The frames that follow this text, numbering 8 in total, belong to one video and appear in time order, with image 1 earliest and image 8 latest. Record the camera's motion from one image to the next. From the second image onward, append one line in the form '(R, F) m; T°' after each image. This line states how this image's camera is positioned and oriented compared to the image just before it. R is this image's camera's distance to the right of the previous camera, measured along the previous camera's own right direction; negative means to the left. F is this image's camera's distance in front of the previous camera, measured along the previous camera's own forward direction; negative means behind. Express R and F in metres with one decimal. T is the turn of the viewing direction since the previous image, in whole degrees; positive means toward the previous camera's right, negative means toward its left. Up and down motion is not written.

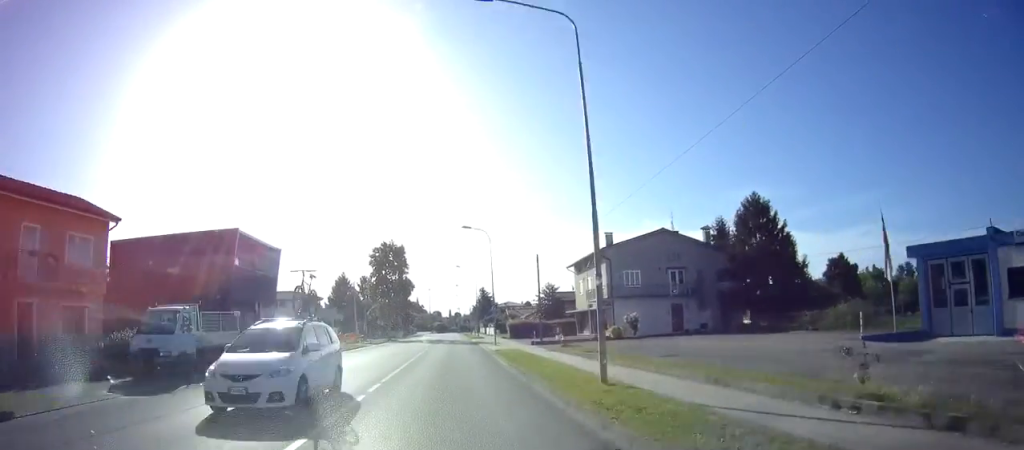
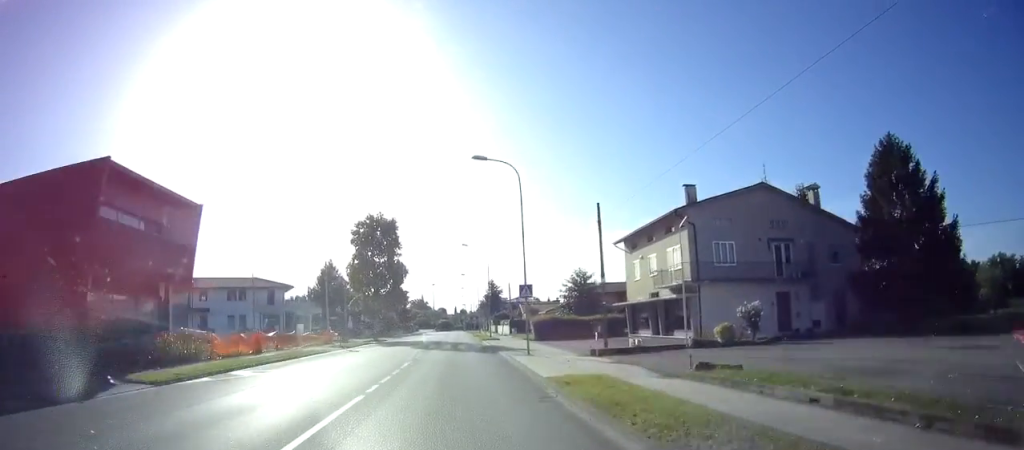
(-0.2, +16.3) m; -1°
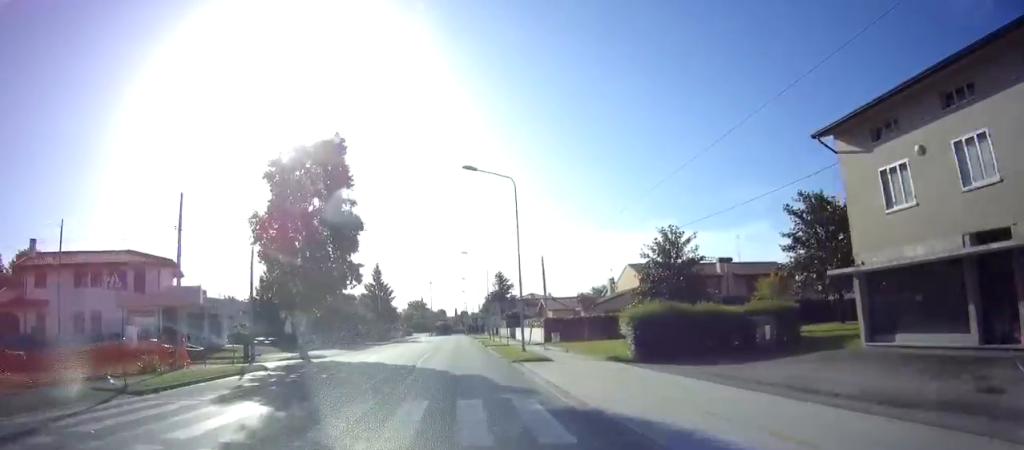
(0.0, +26.4) m; 0°
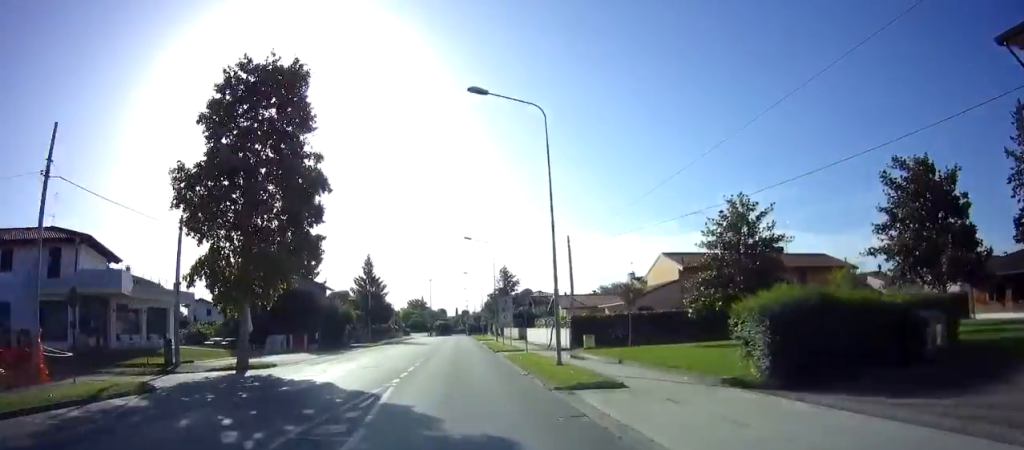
(0.0, +9.0) m; -1°
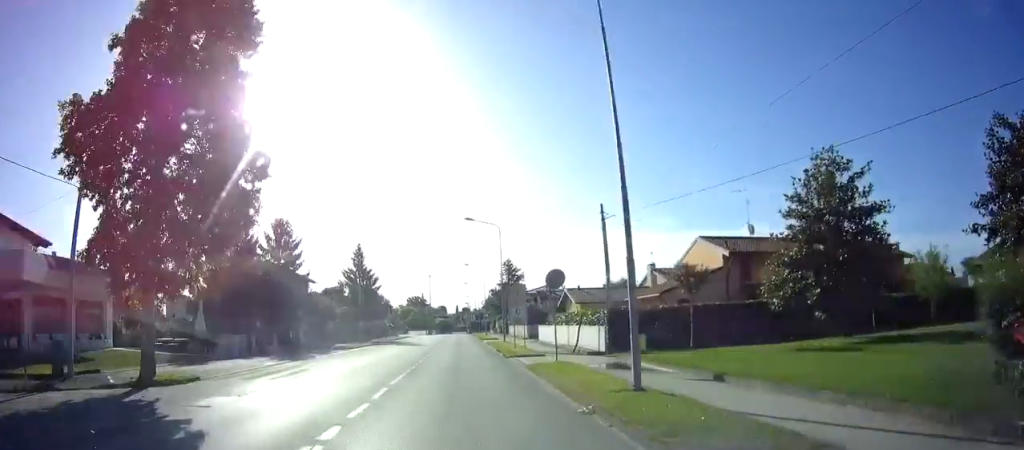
(0.0, +7.9) m; 0°
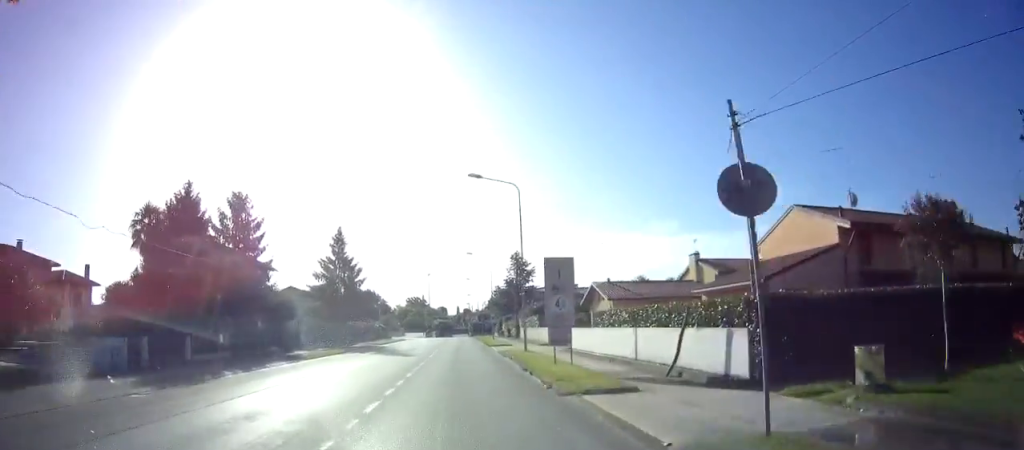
(-0.3, +11.8) m; 0°
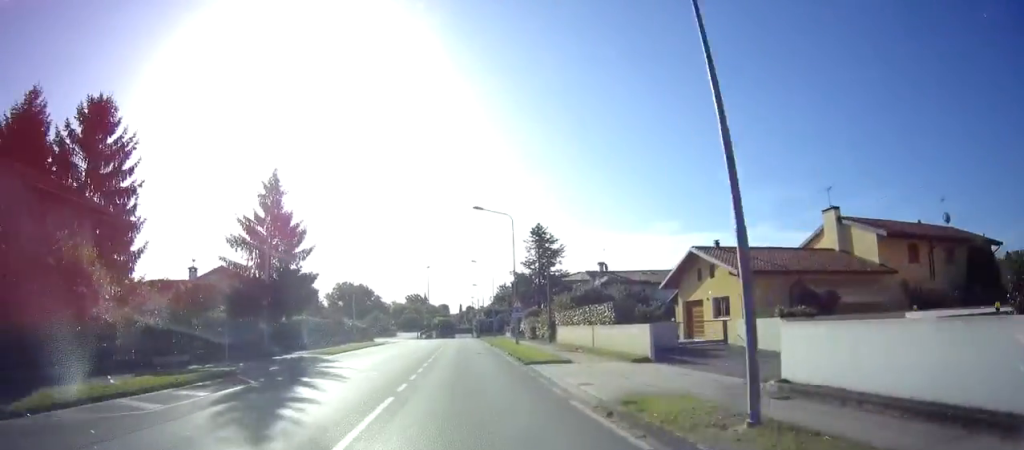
(+0.4, +20.8) m; +2°
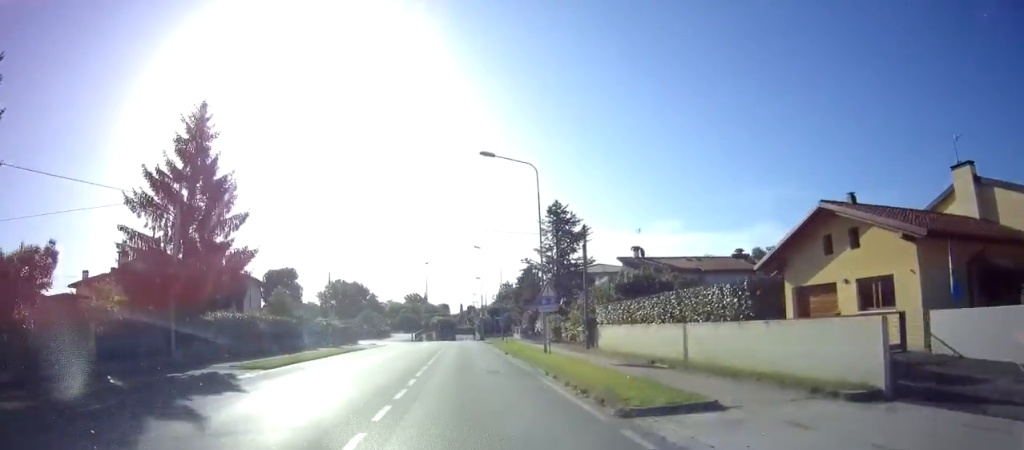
(0.0, +11.2) m; 0°
